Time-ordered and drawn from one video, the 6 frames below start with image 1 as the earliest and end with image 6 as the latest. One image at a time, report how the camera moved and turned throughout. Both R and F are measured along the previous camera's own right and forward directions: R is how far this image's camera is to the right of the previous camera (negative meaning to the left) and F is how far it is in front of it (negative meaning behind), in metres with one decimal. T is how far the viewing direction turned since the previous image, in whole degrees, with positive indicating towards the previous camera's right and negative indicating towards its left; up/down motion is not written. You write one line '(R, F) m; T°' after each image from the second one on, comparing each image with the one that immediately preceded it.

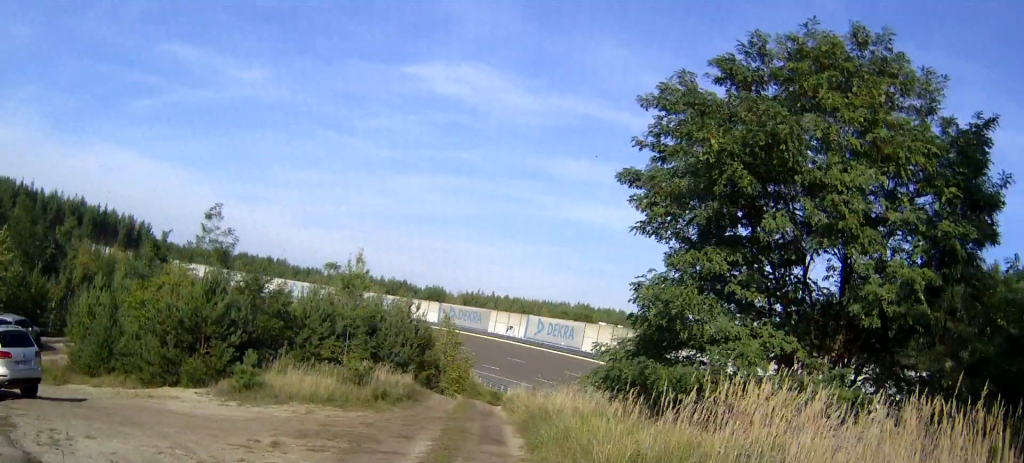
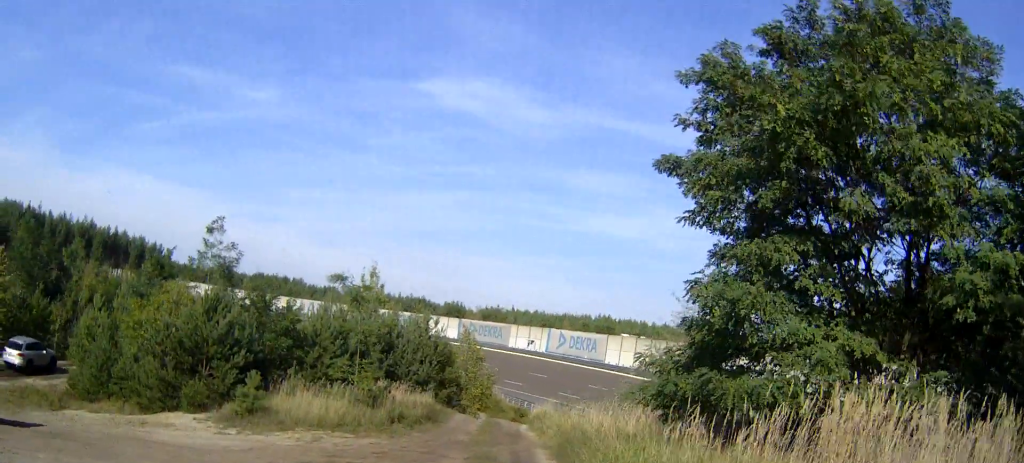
(0.0, +2.2) m; -3°
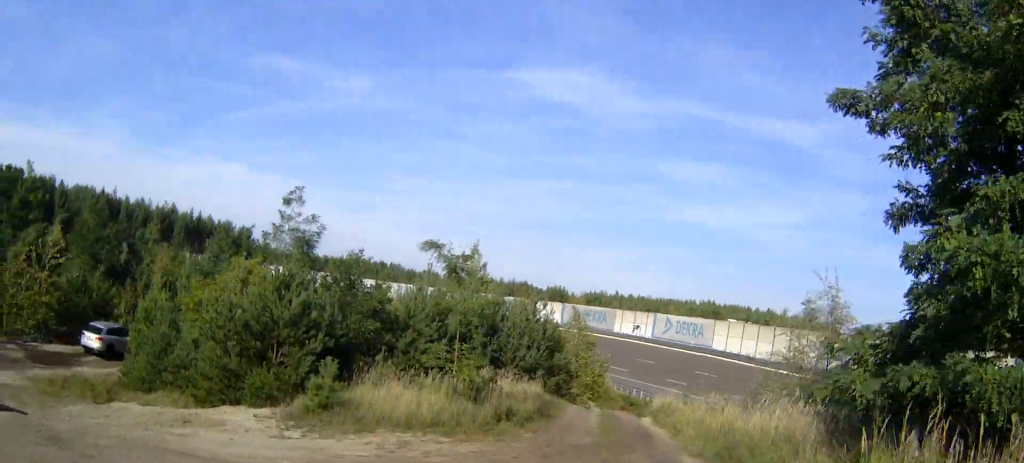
(-0.2, +3.6) m; -8°
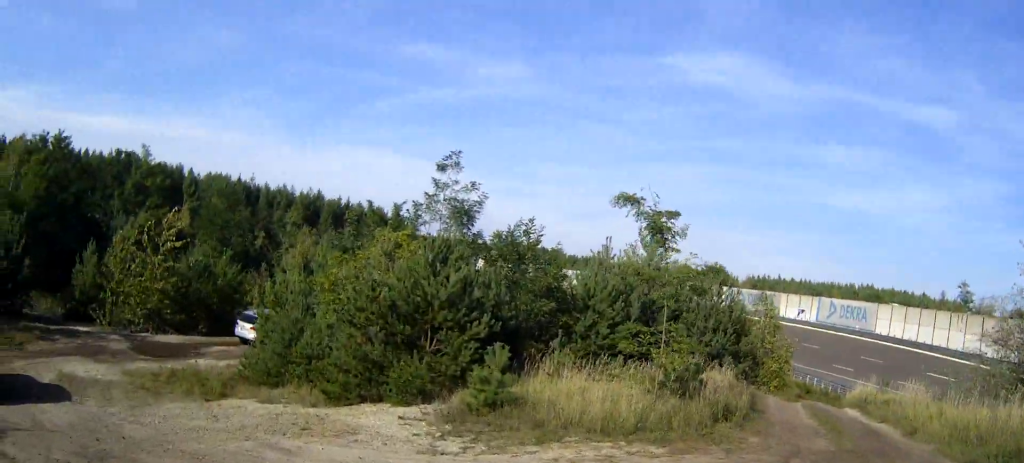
(-0.3, +3.4) m; -16°
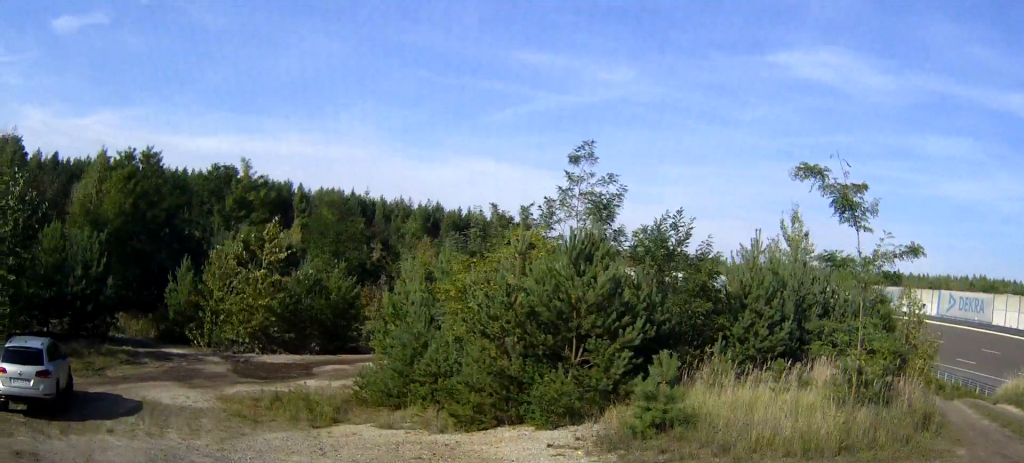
(-0.5, +2.5) m; -11°
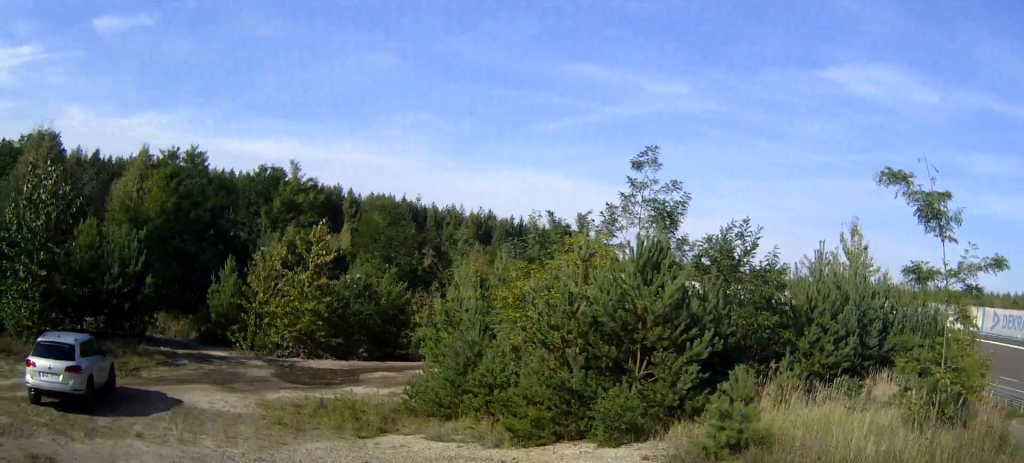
(0.0, +0.9) m; 0°
